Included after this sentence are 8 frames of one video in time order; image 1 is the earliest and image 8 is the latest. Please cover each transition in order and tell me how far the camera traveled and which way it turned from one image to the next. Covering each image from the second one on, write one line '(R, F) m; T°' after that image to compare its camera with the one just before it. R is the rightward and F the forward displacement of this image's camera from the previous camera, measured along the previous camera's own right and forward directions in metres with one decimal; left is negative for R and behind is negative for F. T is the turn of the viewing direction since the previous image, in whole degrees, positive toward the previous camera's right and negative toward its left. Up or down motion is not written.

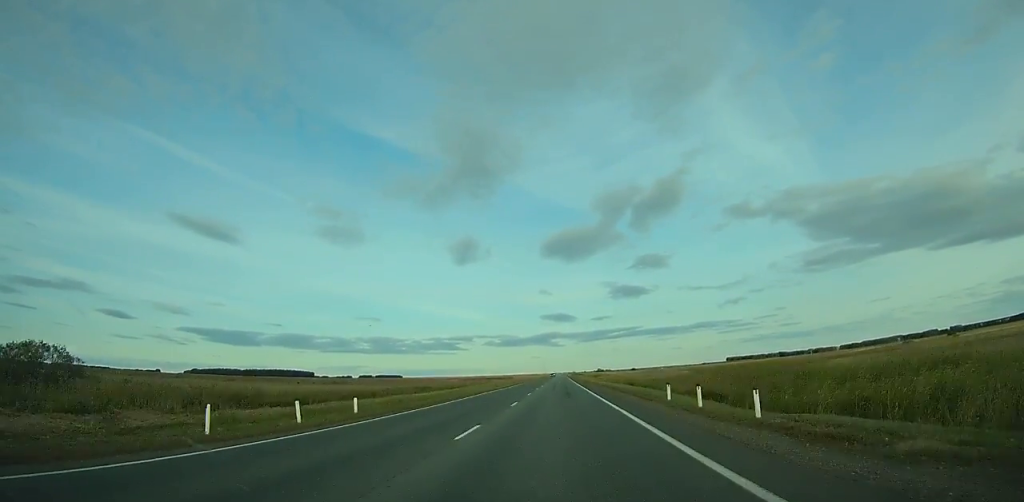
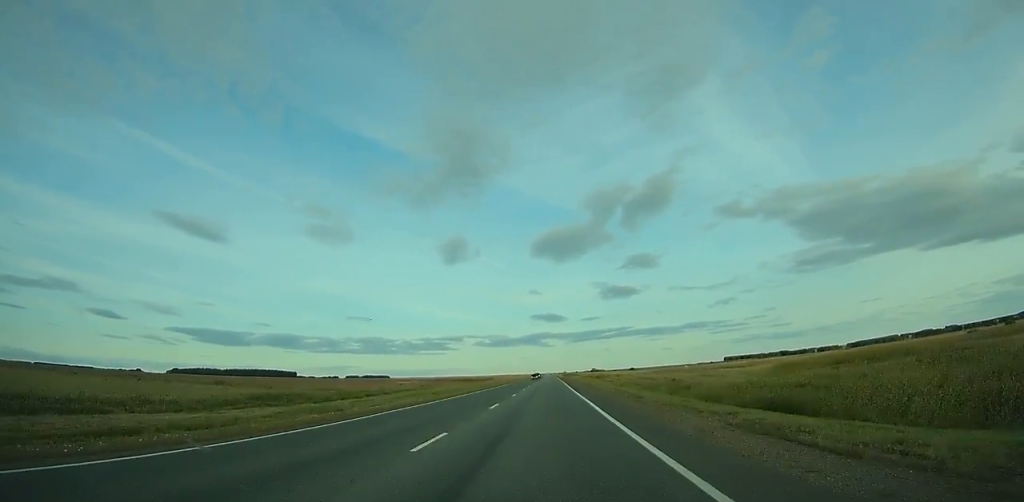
(+0.1, +58.8) m; 0°
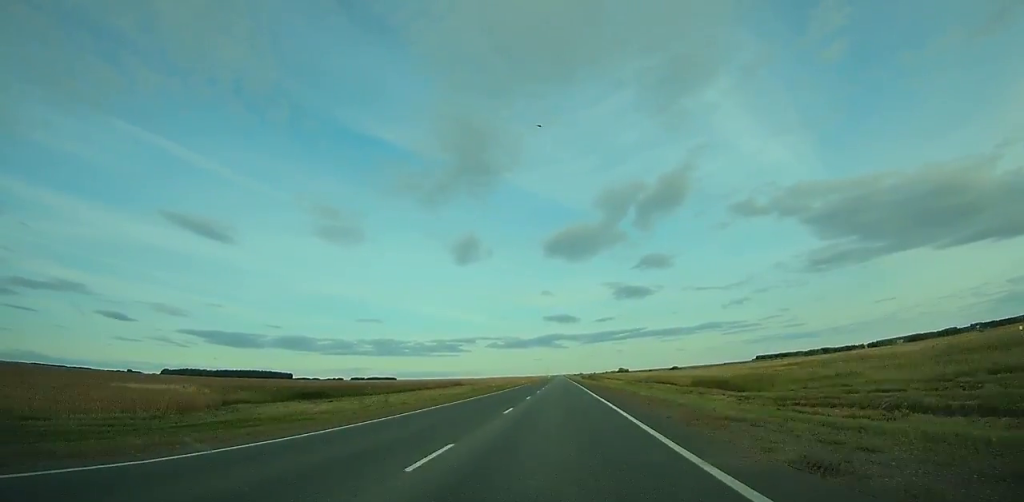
(-0.3, +130.4) m; 0°
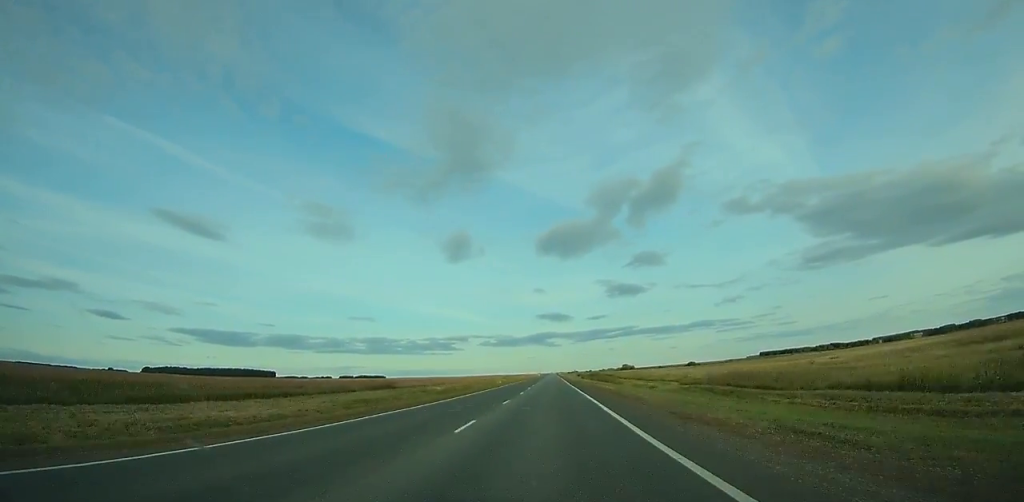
(0.0, +66.3) m; 0°
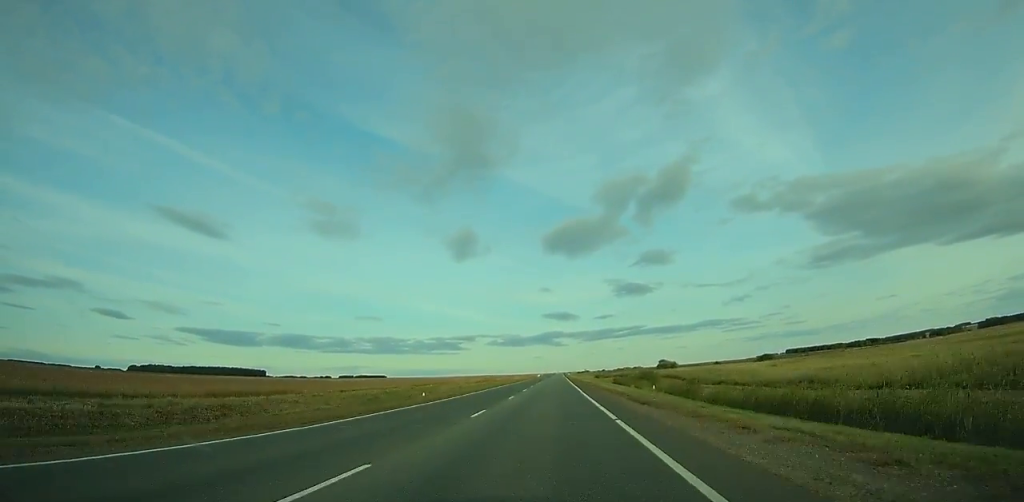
(0.0, +105.0) m; 0°
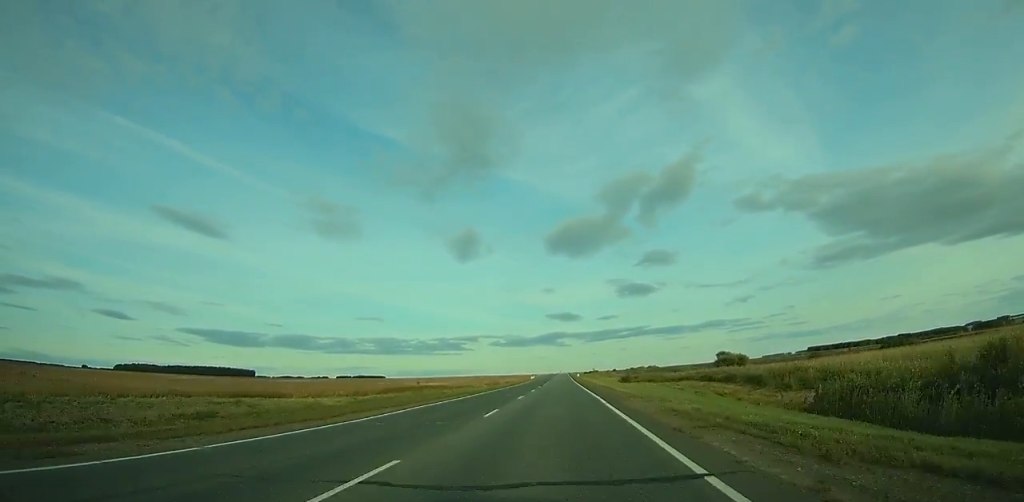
(-0.3, +85.0) m; 0°
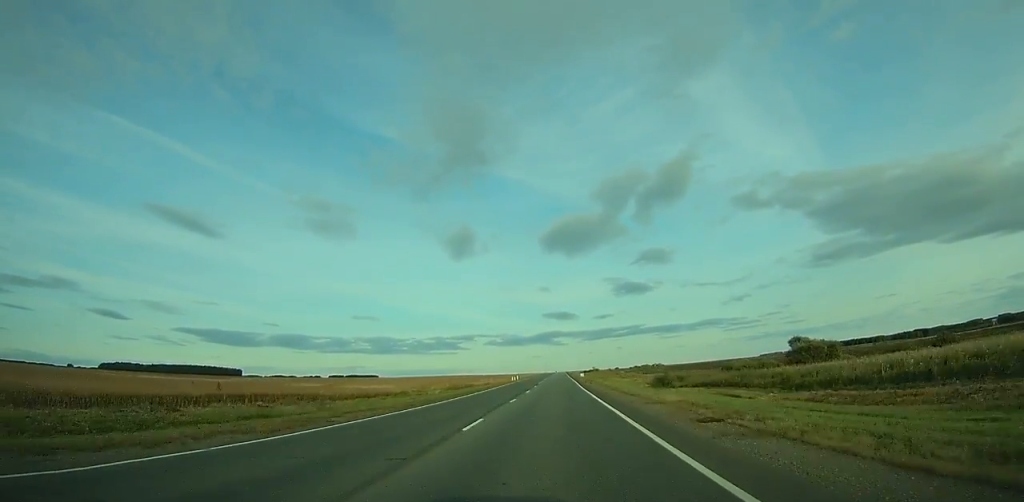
(0.0, +52.7) m; 0°
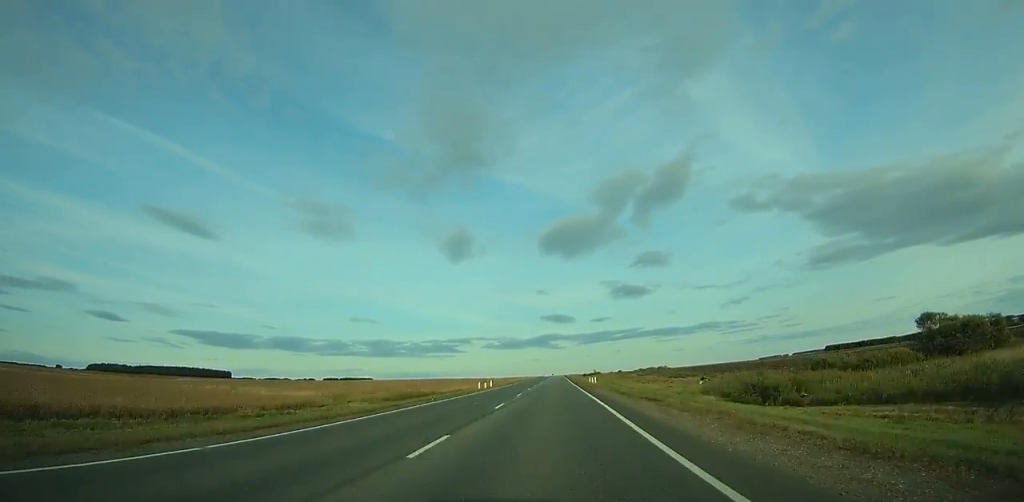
(0.0, +40.9) m; 0°
